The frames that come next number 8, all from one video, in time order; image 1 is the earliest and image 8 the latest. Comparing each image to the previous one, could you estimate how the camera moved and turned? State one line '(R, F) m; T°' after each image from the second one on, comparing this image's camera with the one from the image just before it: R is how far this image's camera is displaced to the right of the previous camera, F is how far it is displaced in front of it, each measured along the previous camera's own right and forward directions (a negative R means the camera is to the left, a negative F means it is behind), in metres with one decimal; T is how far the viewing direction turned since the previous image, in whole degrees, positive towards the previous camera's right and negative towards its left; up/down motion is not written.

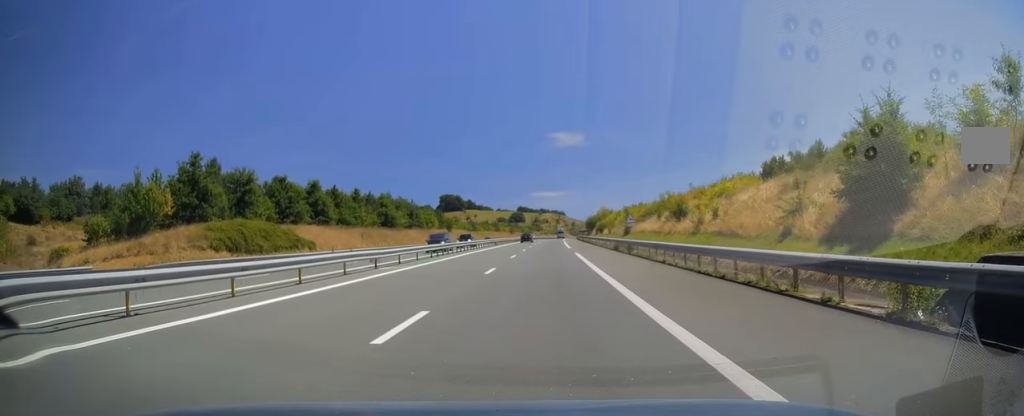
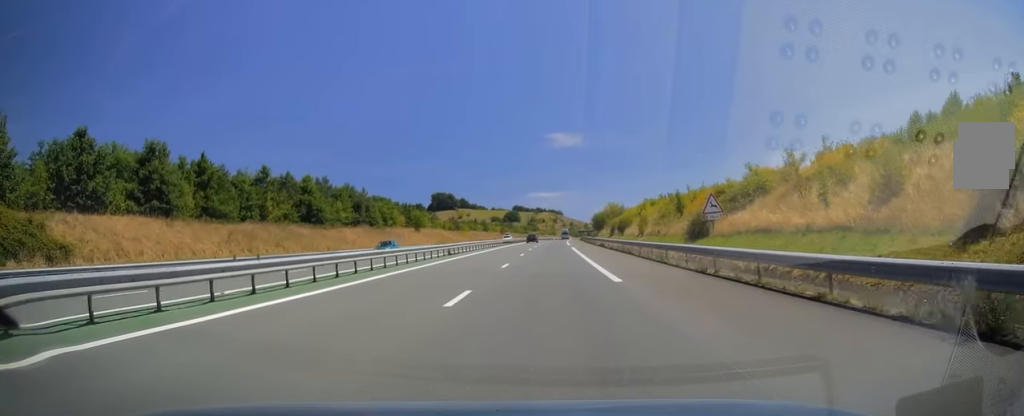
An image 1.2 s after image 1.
(-0.4, +35.2) m; 0°
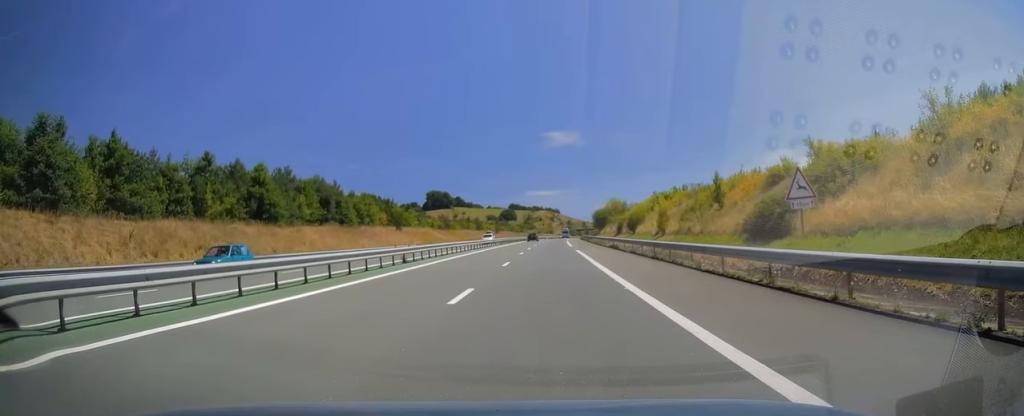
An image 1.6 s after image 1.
(-0.1, +12.7) m; 0°
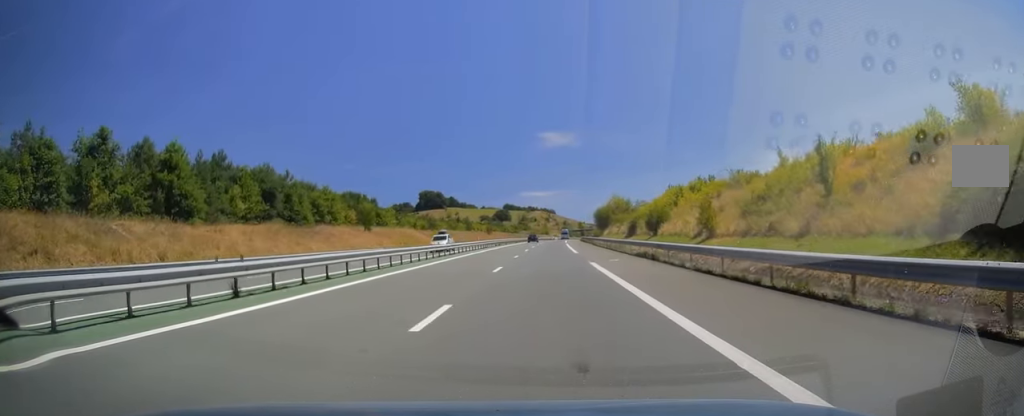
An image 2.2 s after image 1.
(+0.2, +16.1) m; 0°
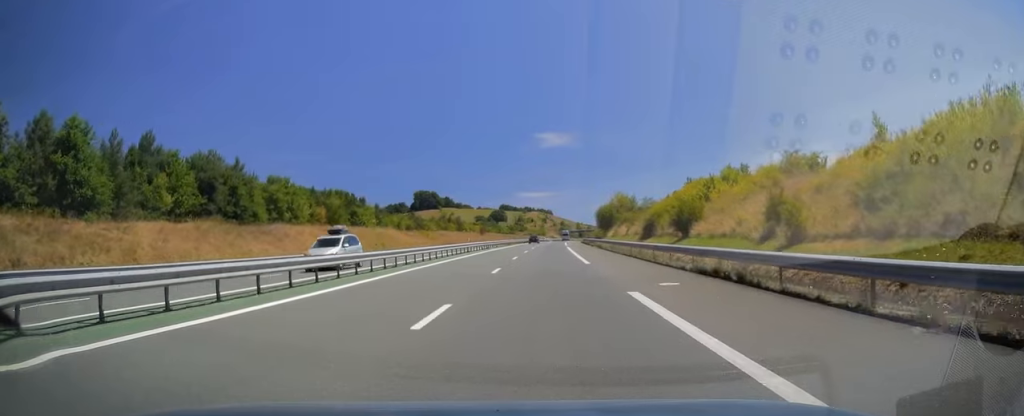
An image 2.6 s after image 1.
(+0.1, +12.7) m; 0°
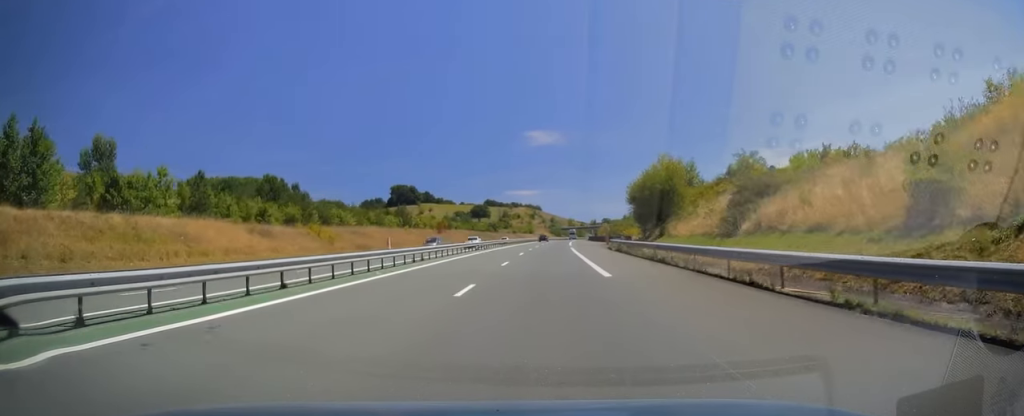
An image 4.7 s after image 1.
(+0.2, +60.1) m; +1°
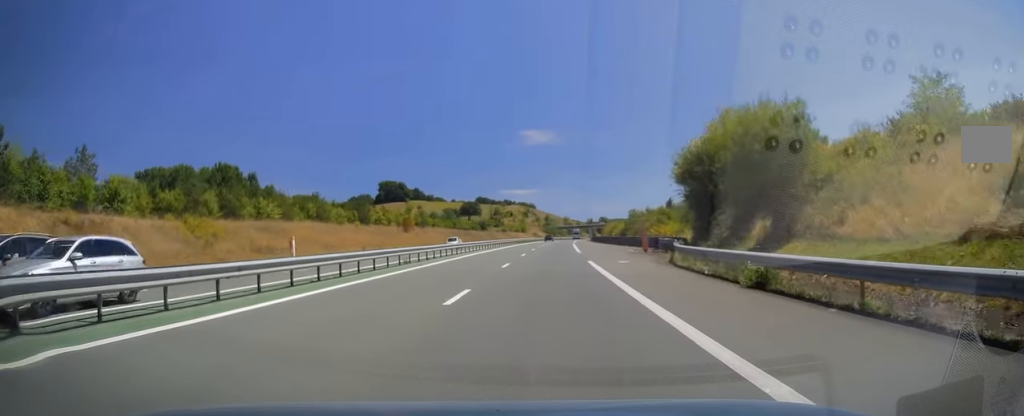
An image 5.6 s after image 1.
(+0.4, +27.4) m; +2°
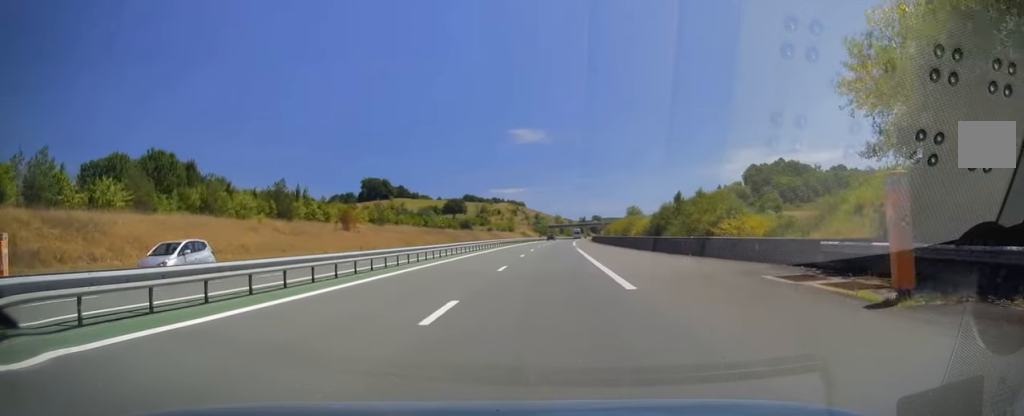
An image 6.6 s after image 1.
(+0.5, +28.4) m; 0°
